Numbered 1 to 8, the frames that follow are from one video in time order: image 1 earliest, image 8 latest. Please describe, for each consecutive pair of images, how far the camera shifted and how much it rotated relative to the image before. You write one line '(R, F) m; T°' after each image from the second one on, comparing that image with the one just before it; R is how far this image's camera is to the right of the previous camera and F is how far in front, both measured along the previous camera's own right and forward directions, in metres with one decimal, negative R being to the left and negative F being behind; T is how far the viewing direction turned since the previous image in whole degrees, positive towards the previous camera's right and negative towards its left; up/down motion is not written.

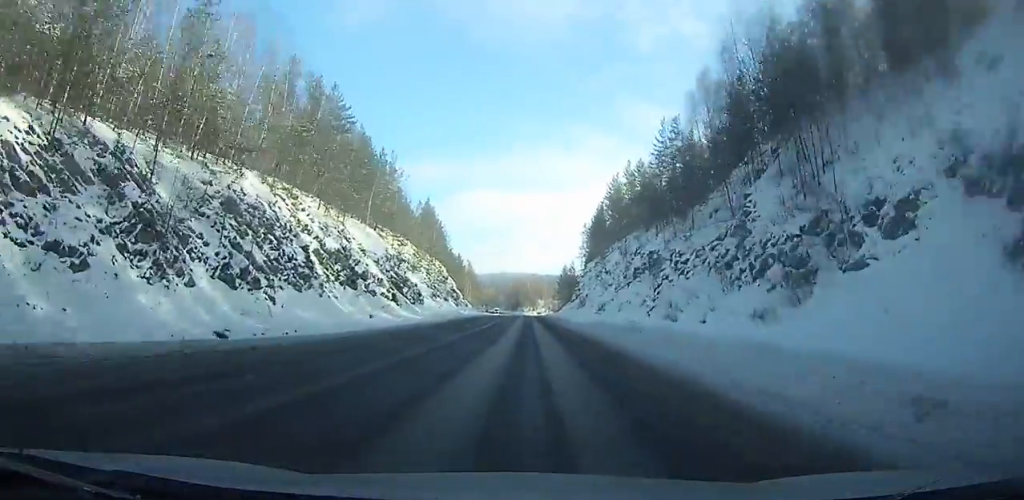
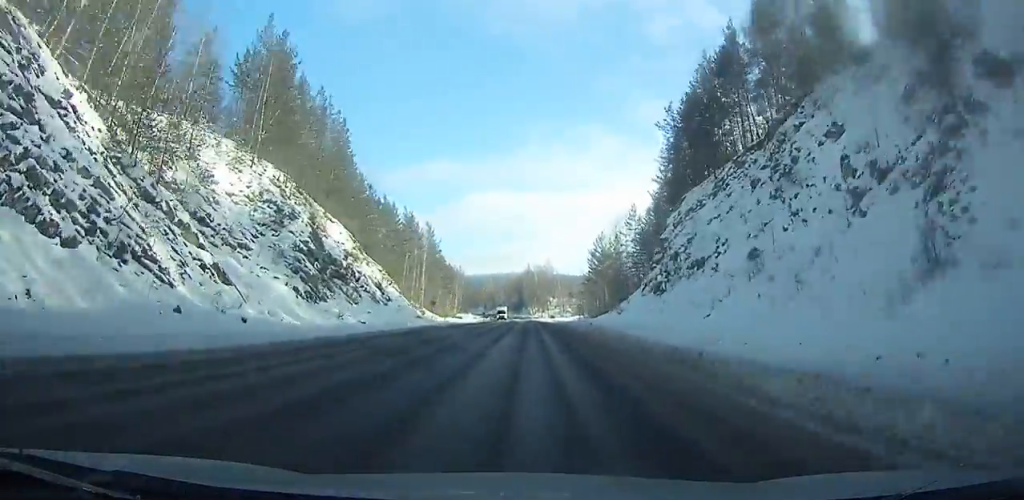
(-0.3, +82.9) m; 0°
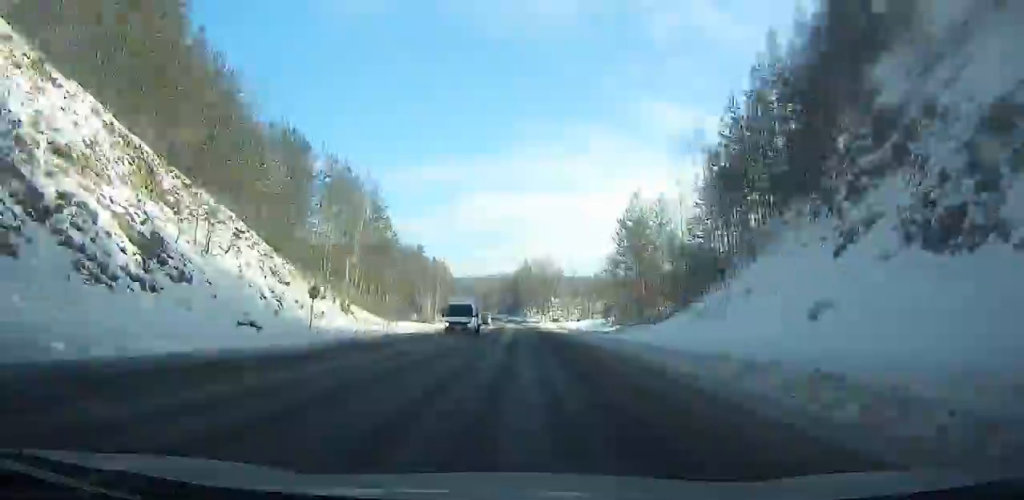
(0.0, +35.7) m; -1°
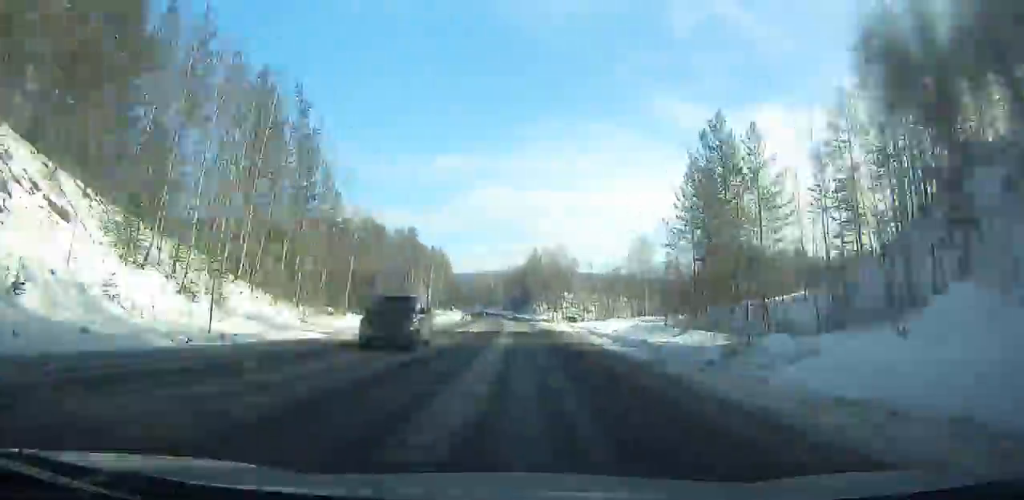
(+0.3, +26.8) m; 0°
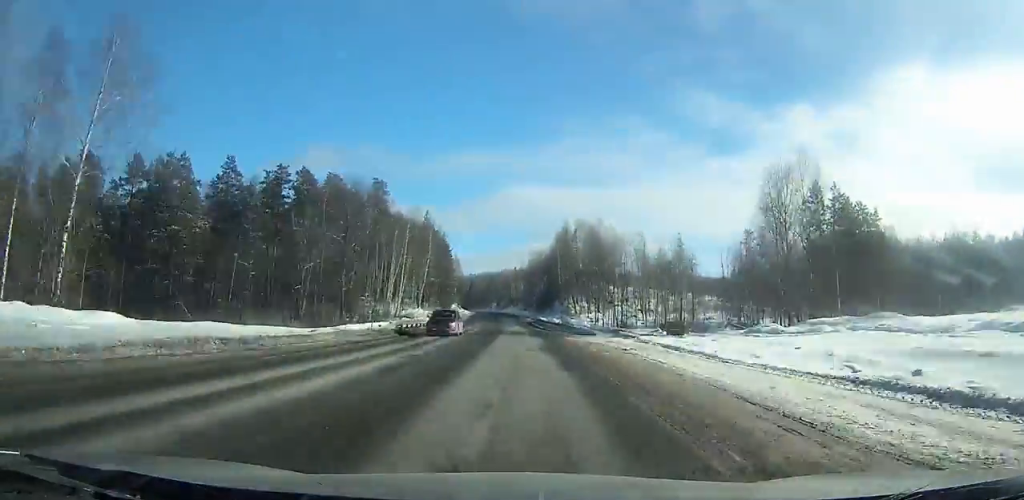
(-1.0, +54.6) m; +10°
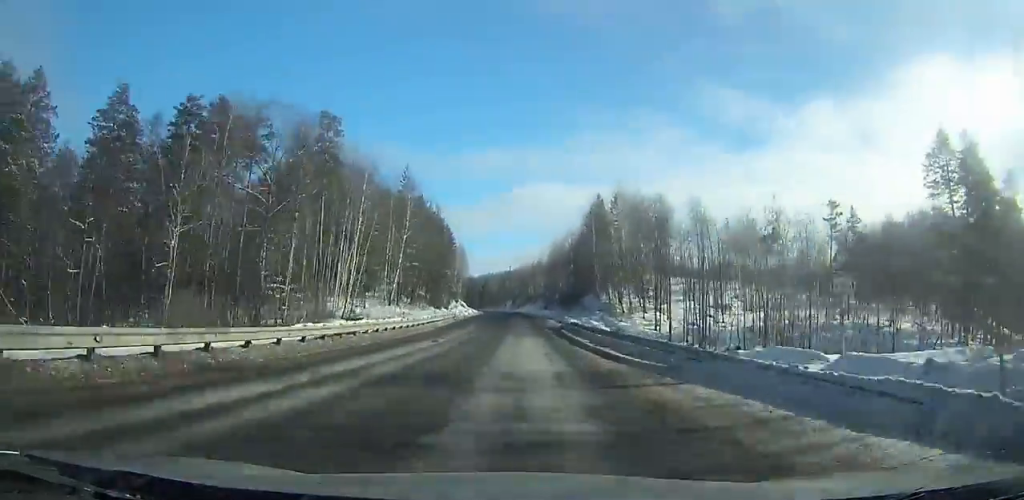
(+1.7, +29.4) m; -1°
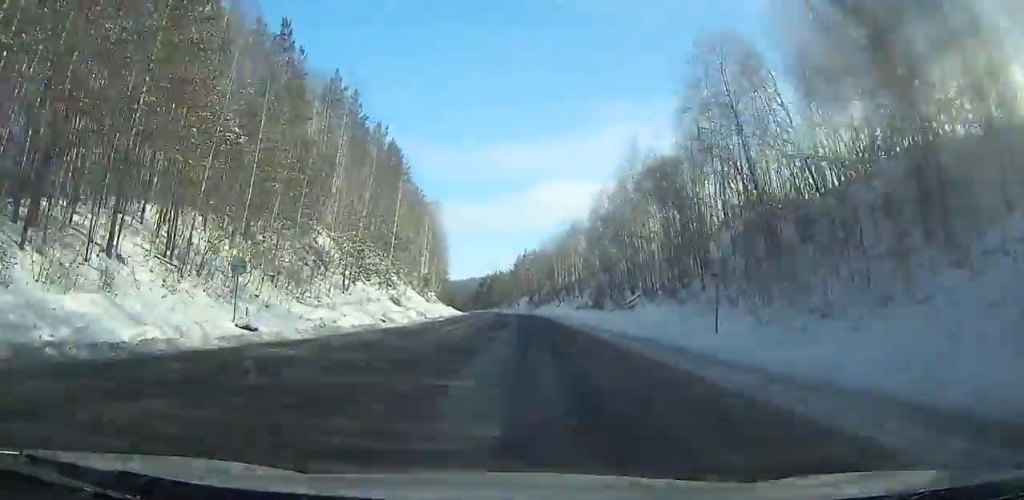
(-4.9, +67.7) m; -19°
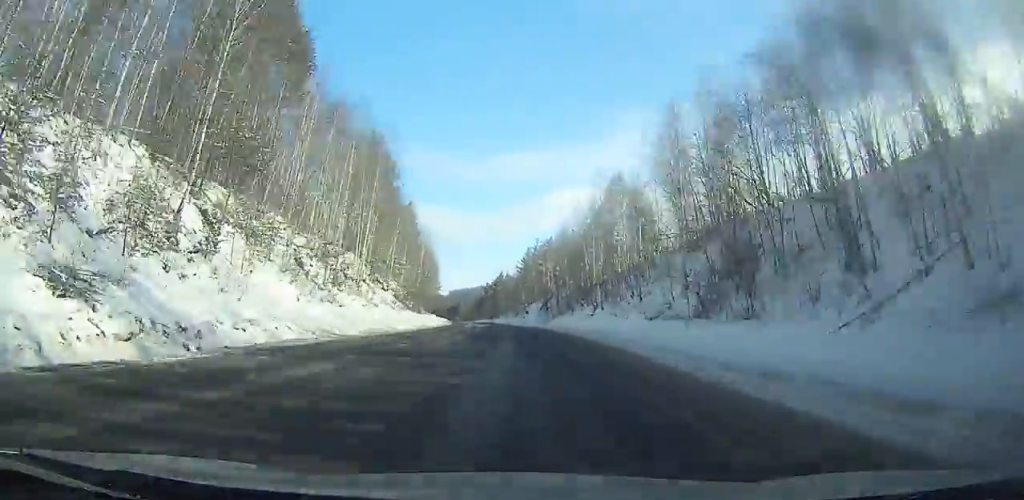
(-11.2, +48.4) m; -8°
